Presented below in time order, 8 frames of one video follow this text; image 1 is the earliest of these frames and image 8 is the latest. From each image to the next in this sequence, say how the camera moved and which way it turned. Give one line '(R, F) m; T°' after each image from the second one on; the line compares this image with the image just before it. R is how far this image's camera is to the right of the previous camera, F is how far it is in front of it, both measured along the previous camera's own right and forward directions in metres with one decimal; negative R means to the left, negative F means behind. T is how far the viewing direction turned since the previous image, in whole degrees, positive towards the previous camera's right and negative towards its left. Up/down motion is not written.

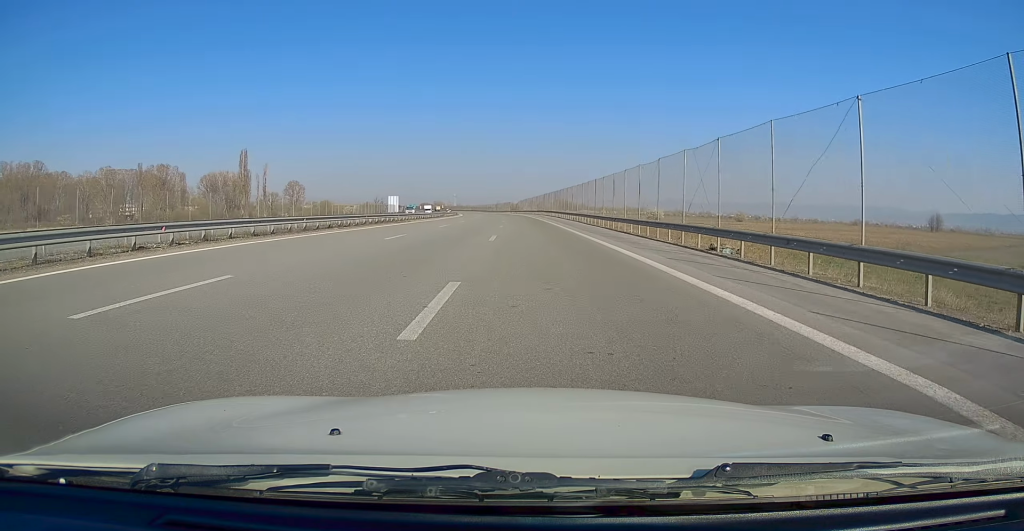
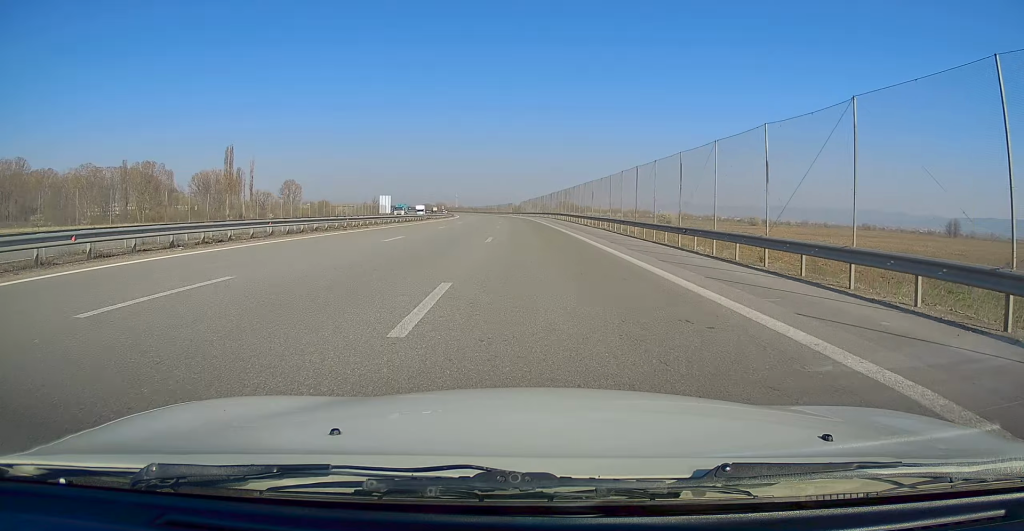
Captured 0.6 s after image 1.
(0.0, +15.9) m; 0°
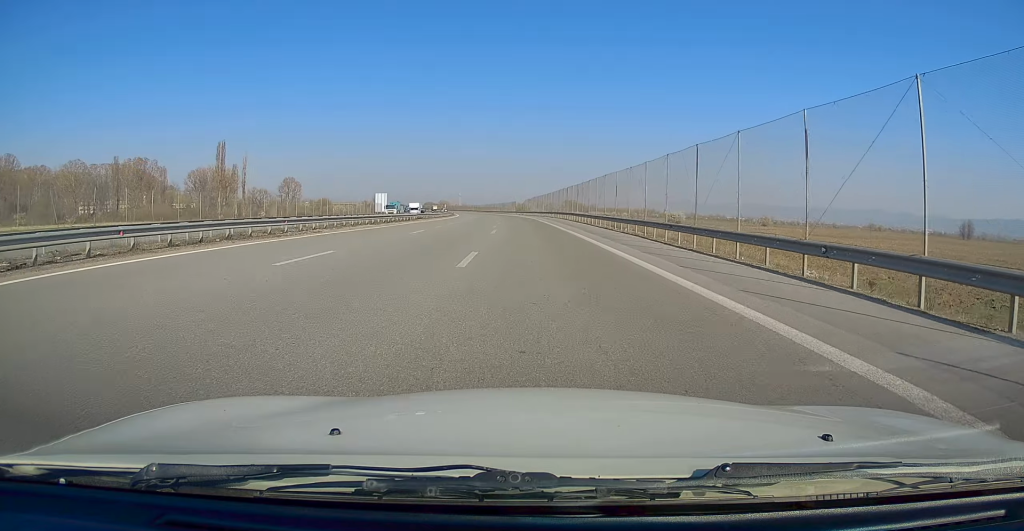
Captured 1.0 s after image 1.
(0.0, +10.1) m; 0°
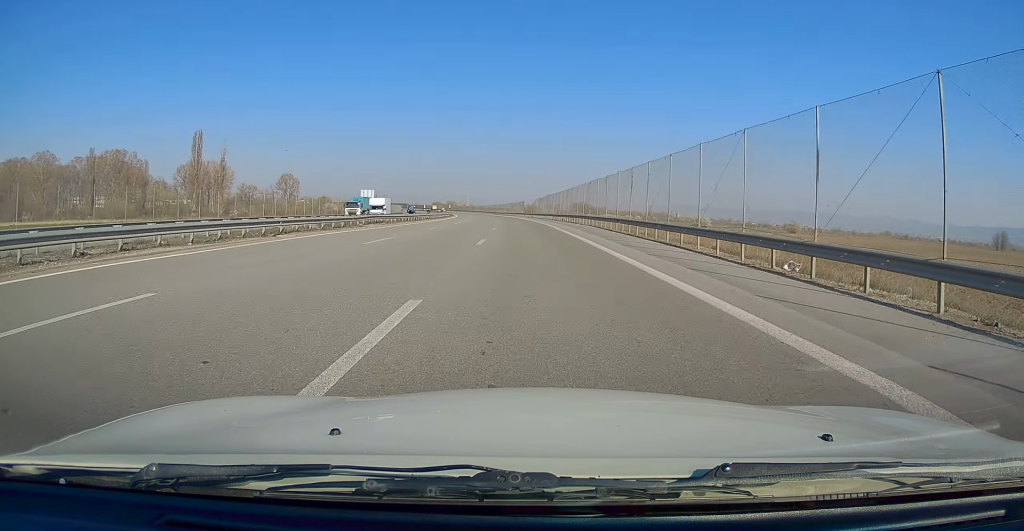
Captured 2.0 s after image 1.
(-0.1, +24.4) m; 0°
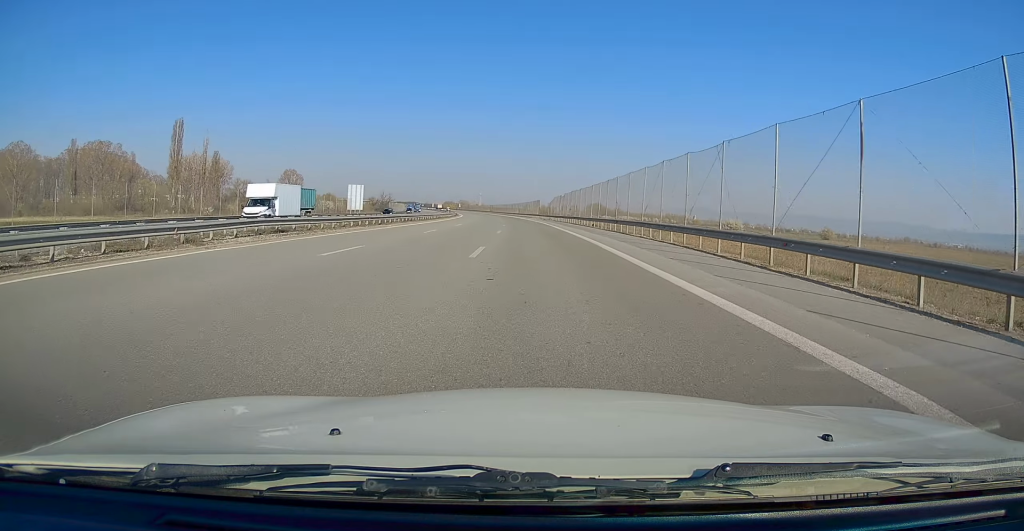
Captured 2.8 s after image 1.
(-0.1, +21.0) m; 0°
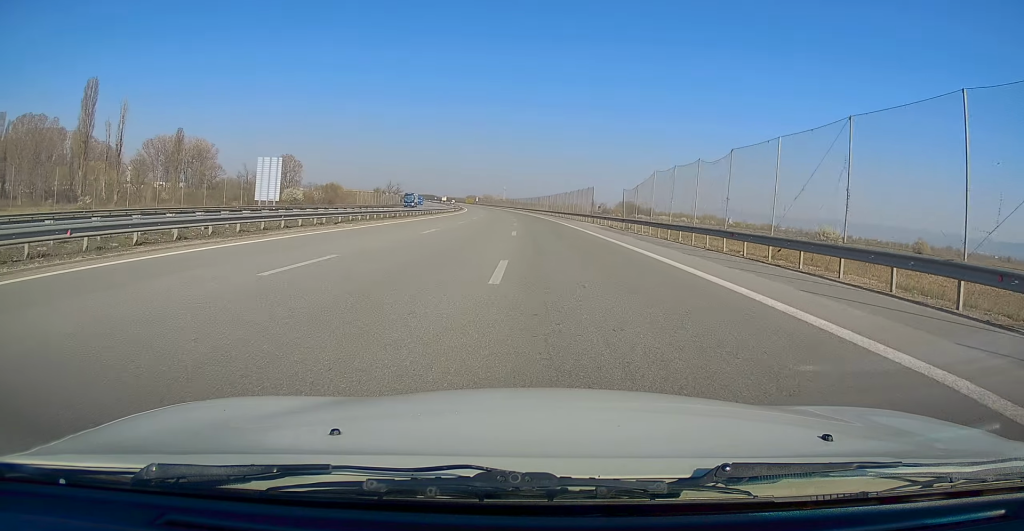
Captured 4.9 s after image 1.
(-1.2, +53.7) m; -3°
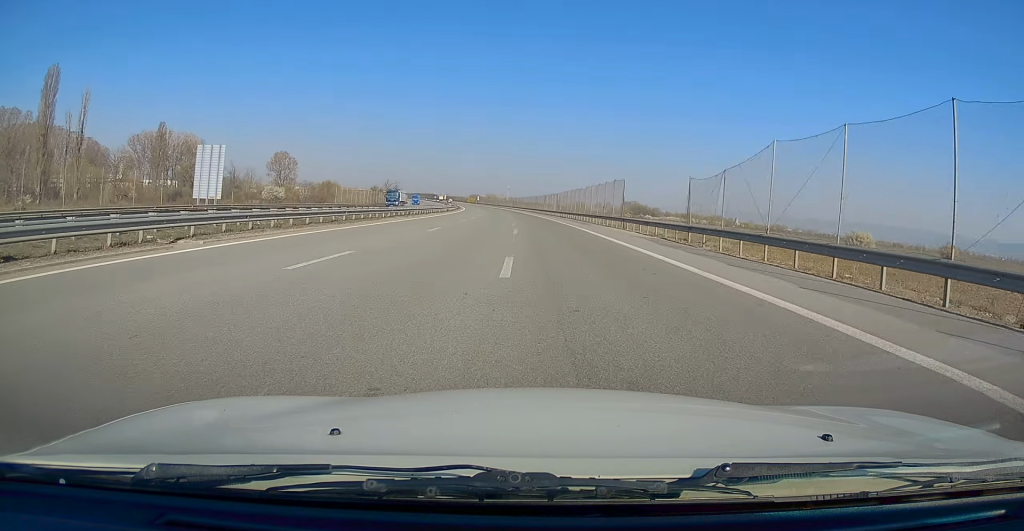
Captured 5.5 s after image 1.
(-0.1, +15.4) m; 0°
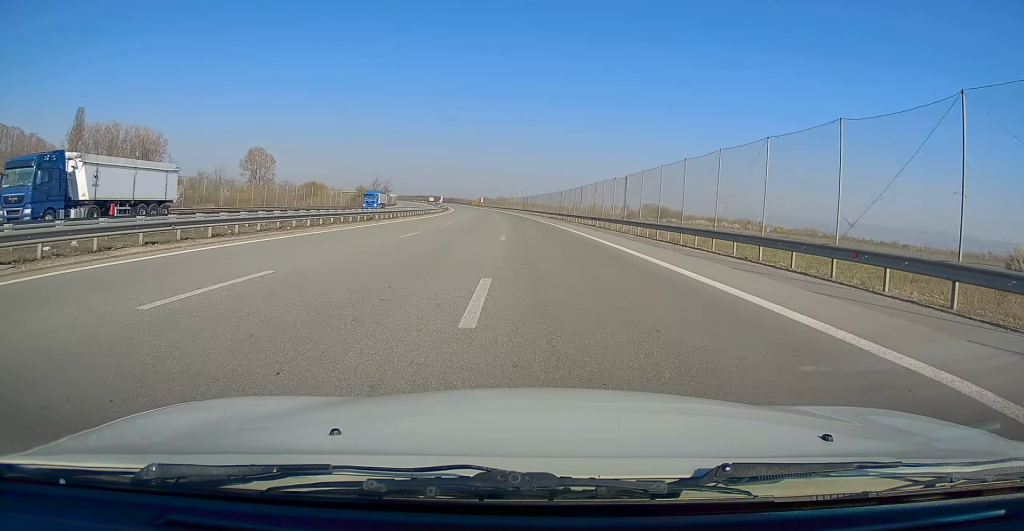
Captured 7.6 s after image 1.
(-0.7, +52.9) m; -2°
